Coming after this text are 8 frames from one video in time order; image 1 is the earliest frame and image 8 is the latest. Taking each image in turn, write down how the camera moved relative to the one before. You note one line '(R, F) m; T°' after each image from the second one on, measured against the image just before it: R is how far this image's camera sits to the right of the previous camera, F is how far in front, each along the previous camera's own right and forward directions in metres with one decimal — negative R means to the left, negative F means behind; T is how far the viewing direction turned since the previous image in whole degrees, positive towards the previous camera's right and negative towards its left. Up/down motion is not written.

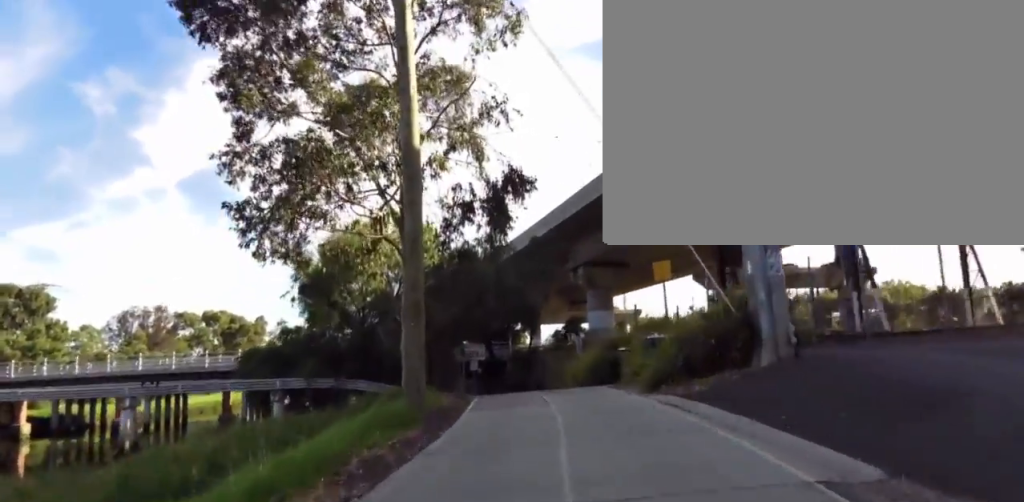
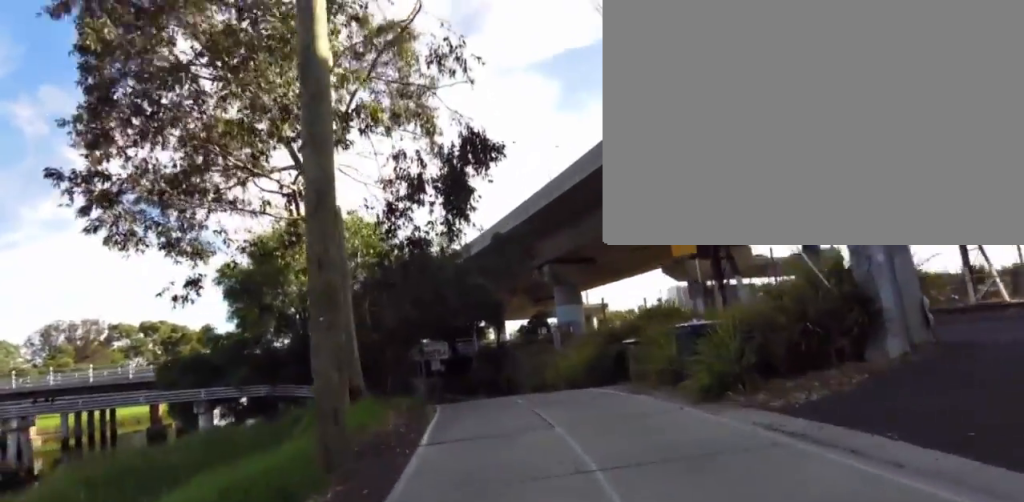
(0.0, +4.3) m; -2°
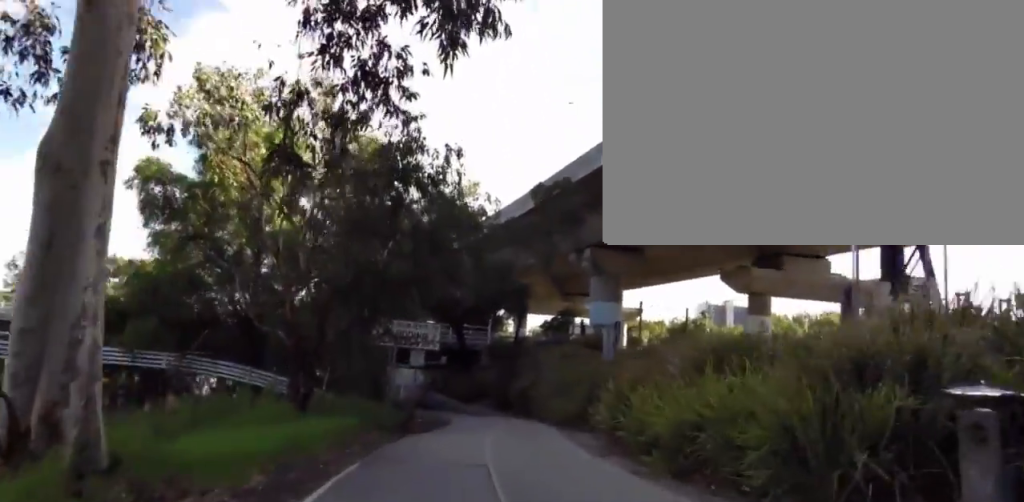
(-0.5, +10.4) m; -4°
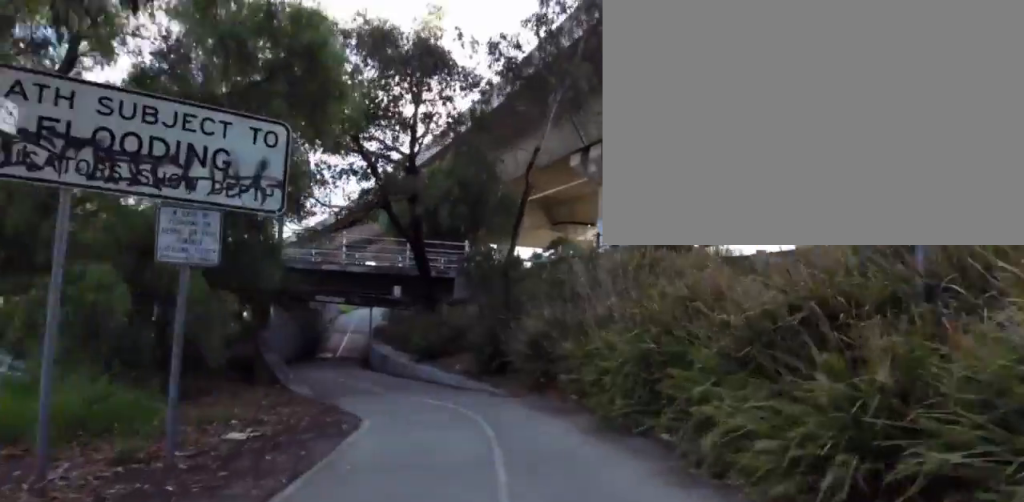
(+0.4, +14.1) m; -2°
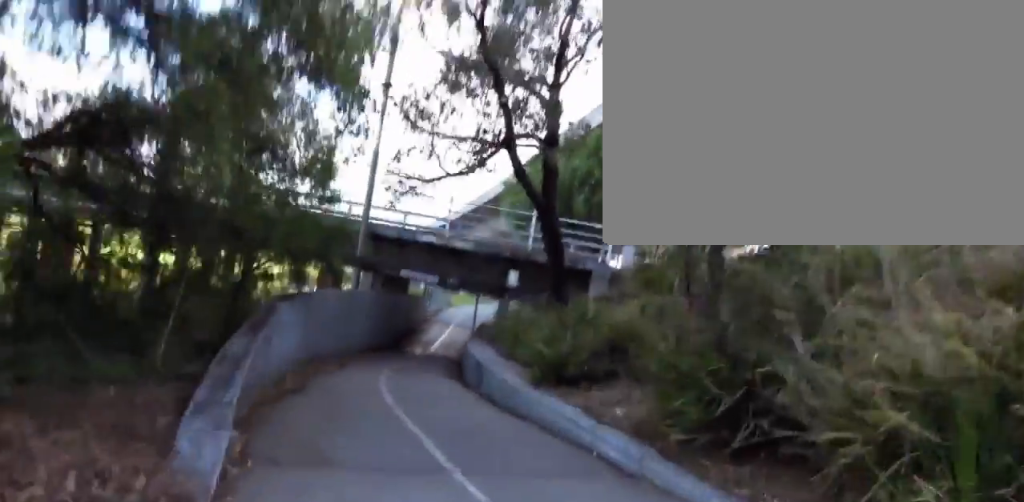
(-0.6, +7.1) m; -8°
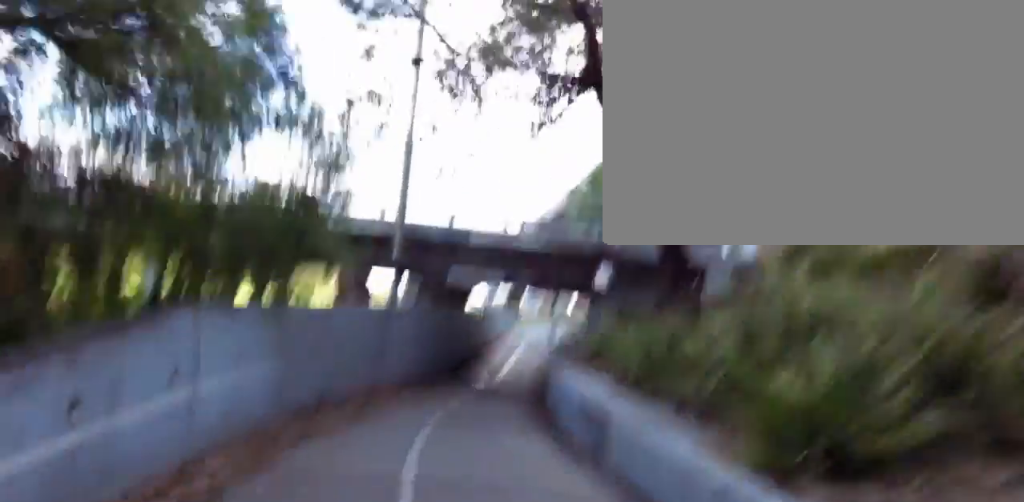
(-0.4, +4.5) m; -3°
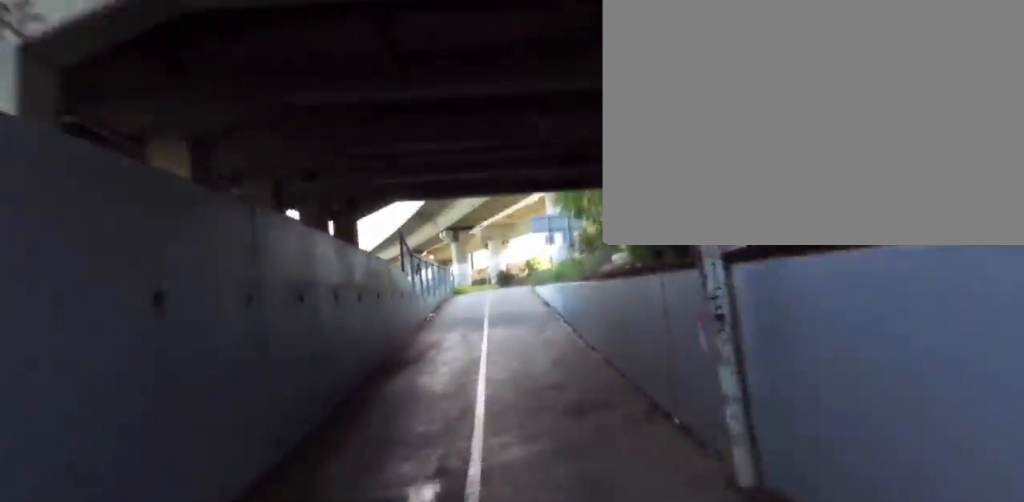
(+1.0, +11.1) m; +7°
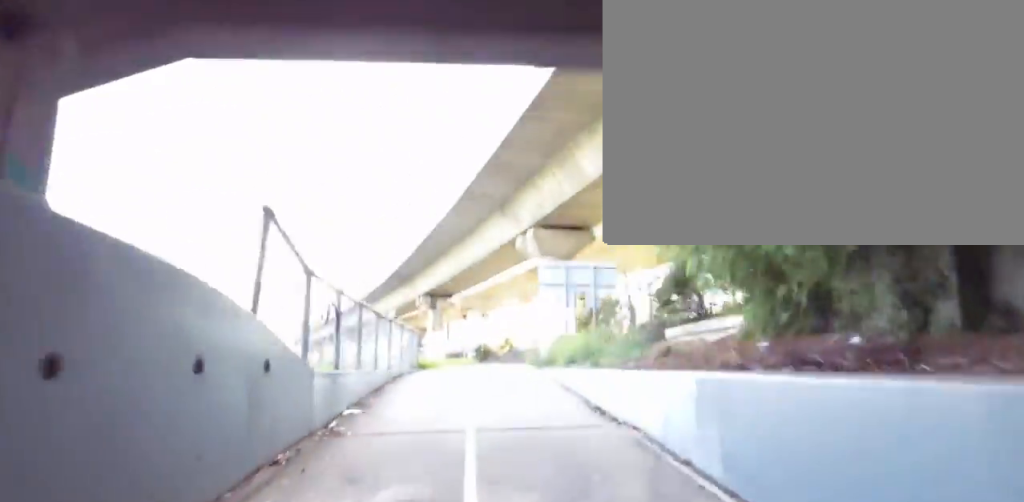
(0.0, +7.1) m; -3°
